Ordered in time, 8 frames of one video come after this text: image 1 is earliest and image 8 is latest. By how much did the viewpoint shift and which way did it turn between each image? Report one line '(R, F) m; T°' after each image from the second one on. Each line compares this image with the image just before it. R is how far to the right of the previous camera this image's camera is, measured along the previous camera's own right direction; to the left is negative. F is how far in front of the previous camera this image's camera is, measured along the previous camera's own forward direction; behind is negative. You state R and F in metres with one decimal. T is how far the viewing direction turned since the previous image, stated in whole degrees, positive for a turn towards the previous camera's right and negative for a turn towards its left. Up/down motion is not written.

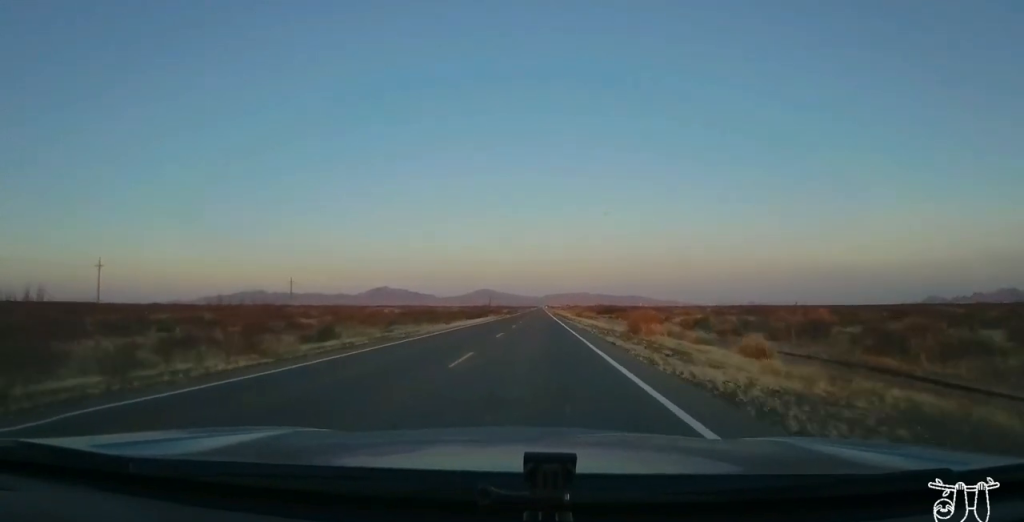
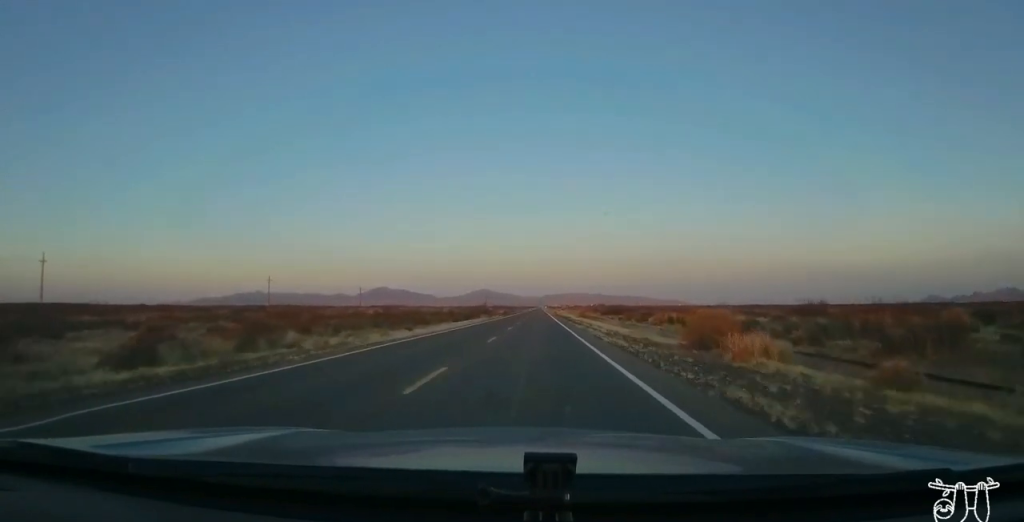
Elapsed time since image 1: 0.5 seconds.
(+0.3, +15.6) m; 0°
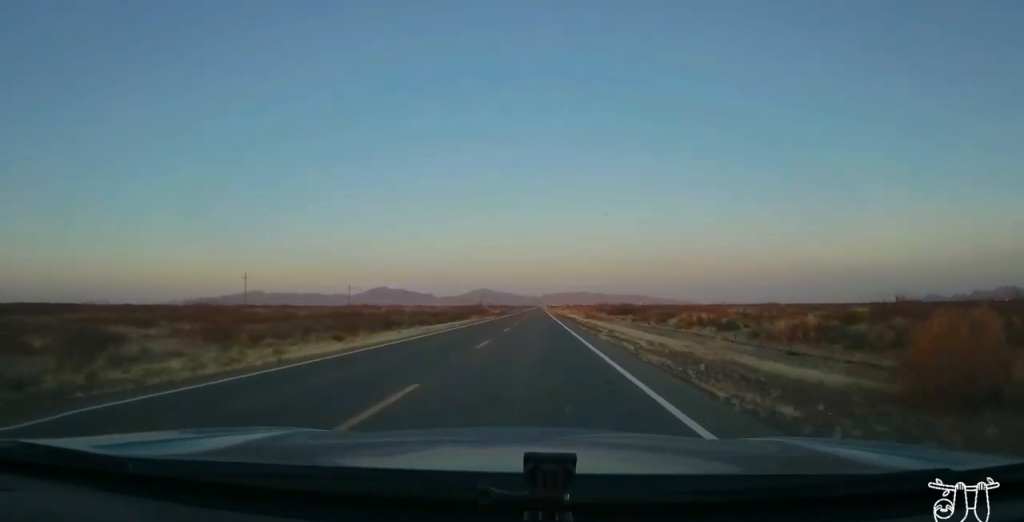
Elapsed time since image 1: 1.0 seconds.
(+0.1, +14.7) m; 0°
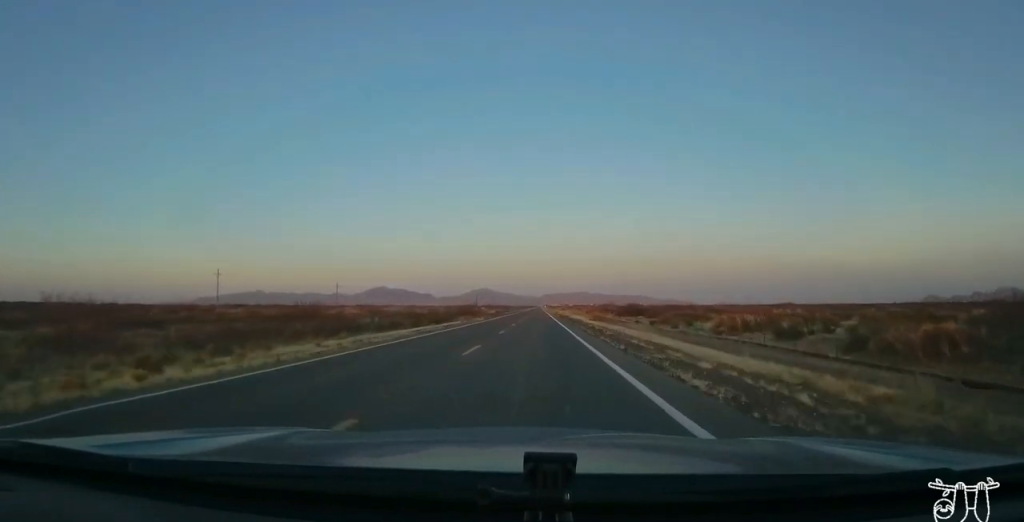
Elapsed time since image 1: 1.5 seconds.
(-0.3, +14.6) m; 0°
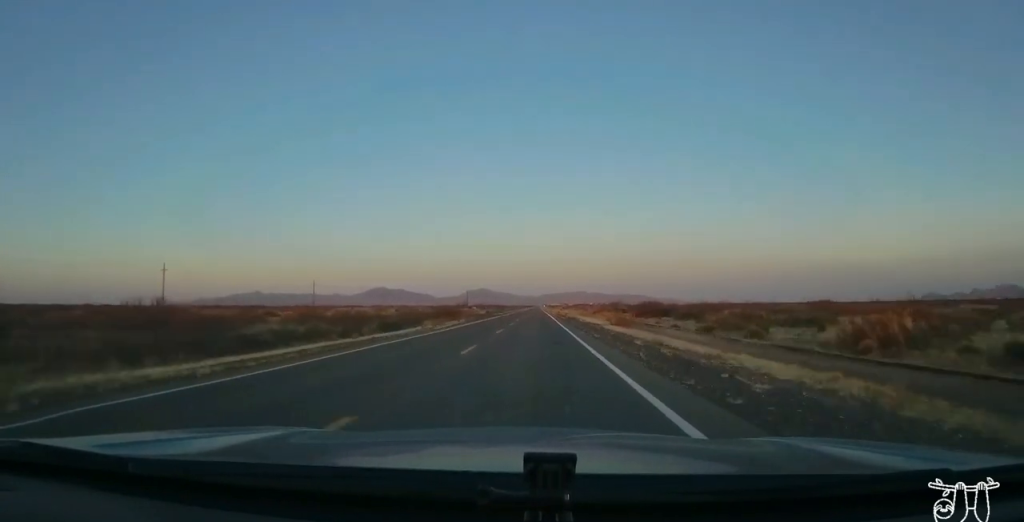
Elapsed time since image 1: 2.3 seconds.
(+0.3, +23.4) m; 0°
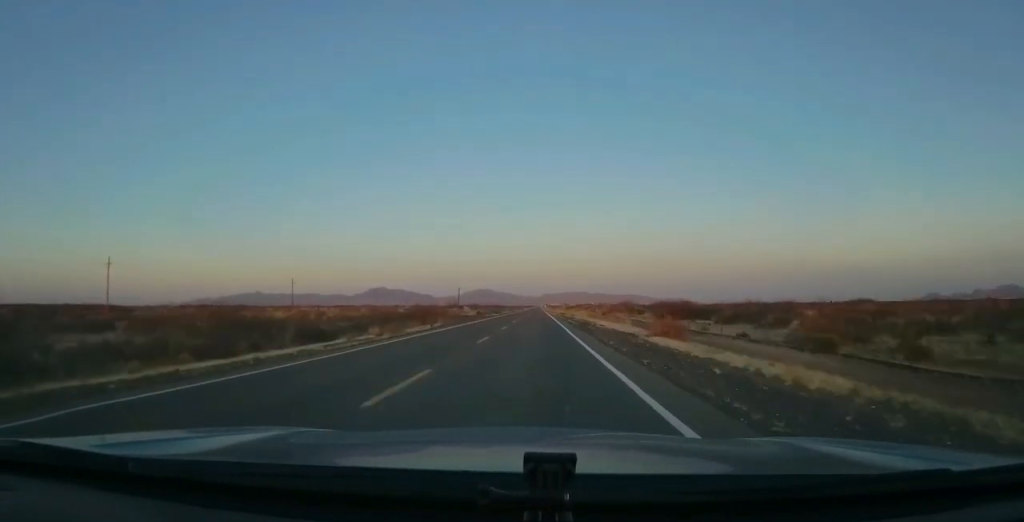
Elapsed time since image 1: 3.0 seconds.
(+0.4, +19.5) m; 0°
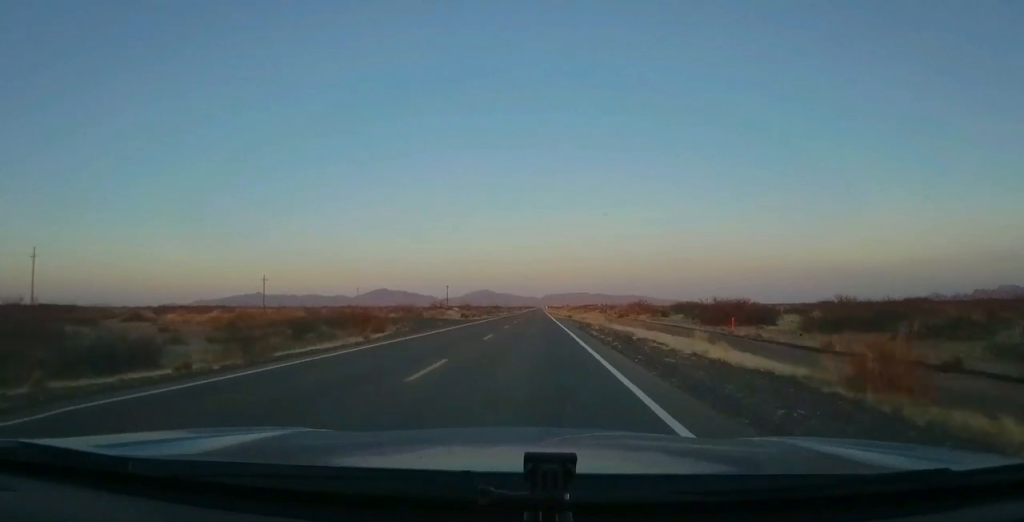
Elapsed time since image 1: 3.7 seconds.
(-0.7, +21.5) m; -1°
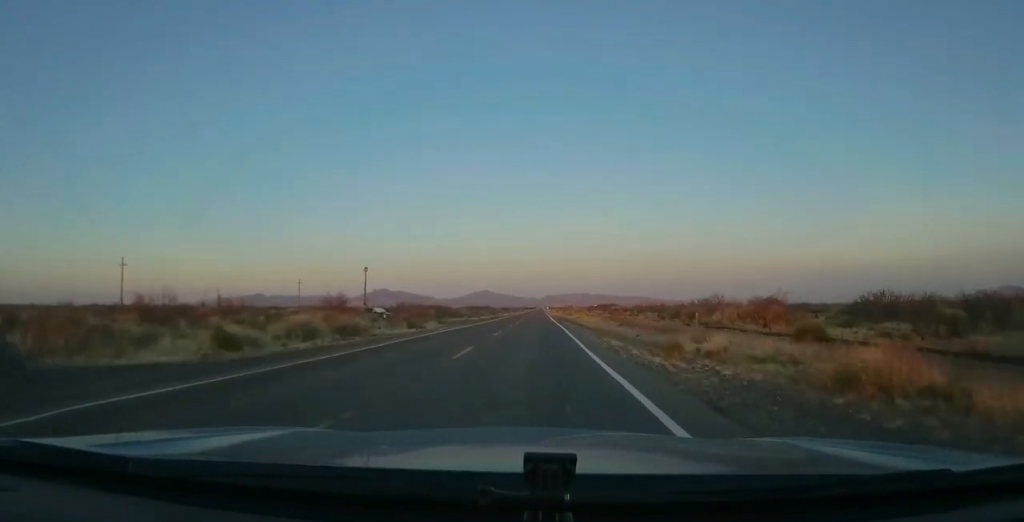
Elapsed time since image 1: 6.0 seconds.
(+0.9, +65.4) m; +1°
